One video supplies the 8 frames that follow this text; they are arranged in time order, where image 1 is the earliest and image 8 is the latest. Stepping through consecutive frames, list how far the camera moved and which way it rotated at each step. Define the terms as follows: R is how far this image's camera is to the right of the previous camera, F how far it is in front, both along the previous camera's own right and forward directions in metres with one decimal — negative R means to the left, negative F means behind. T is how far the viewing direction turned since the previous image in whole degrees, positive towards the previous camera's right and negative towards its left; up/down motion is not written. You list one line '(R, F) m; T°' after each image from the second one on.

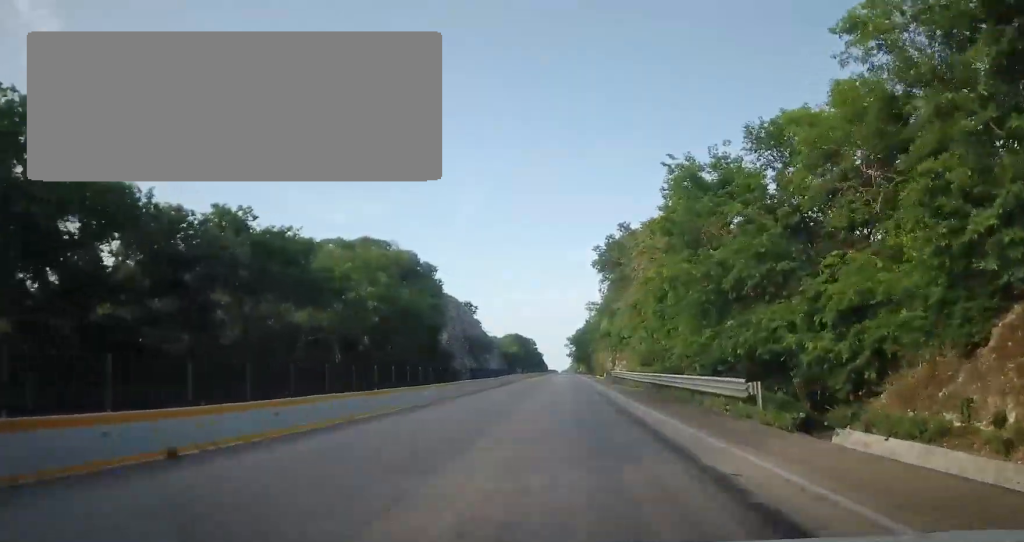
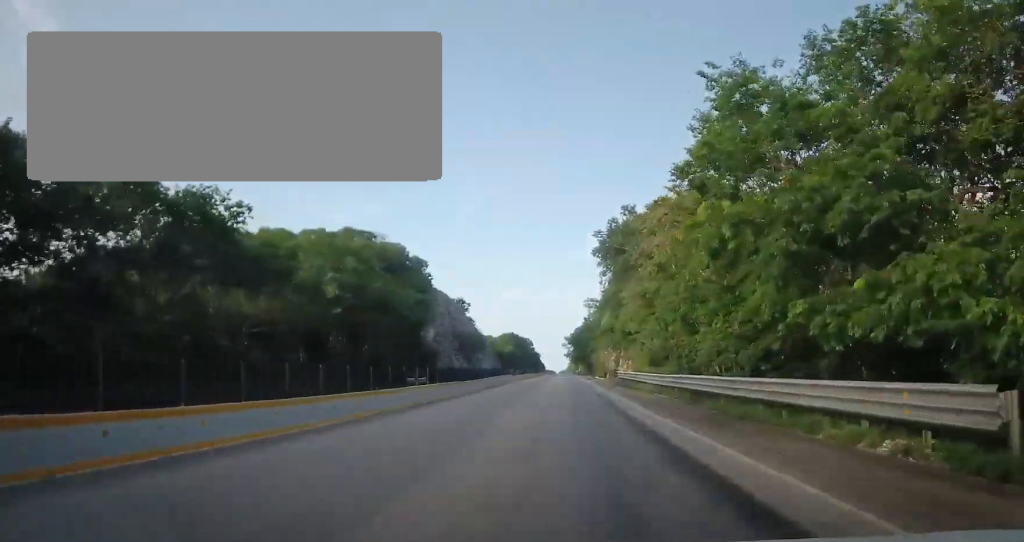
(+0.2, +9.9) m; +1°
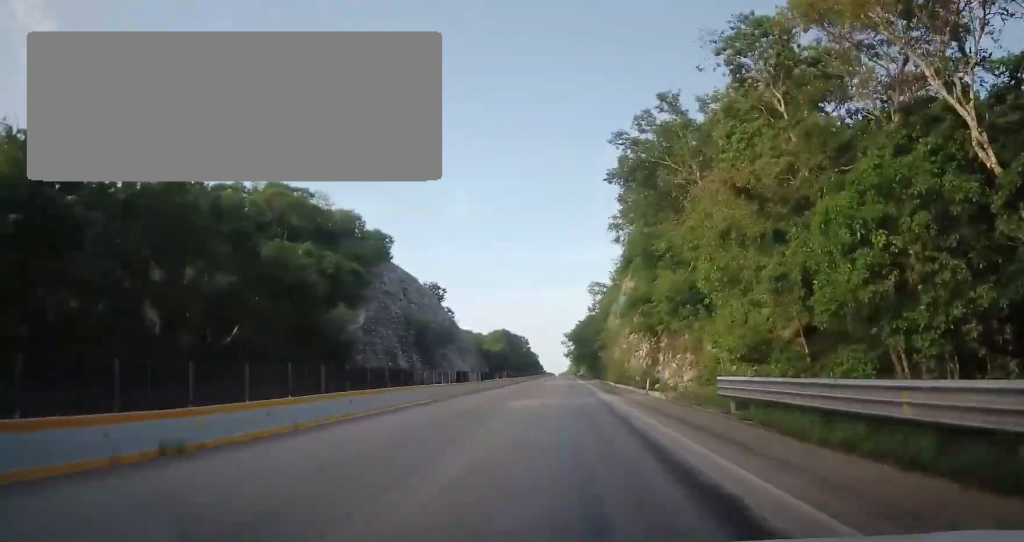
(+0.6, +34.8) m; 0°
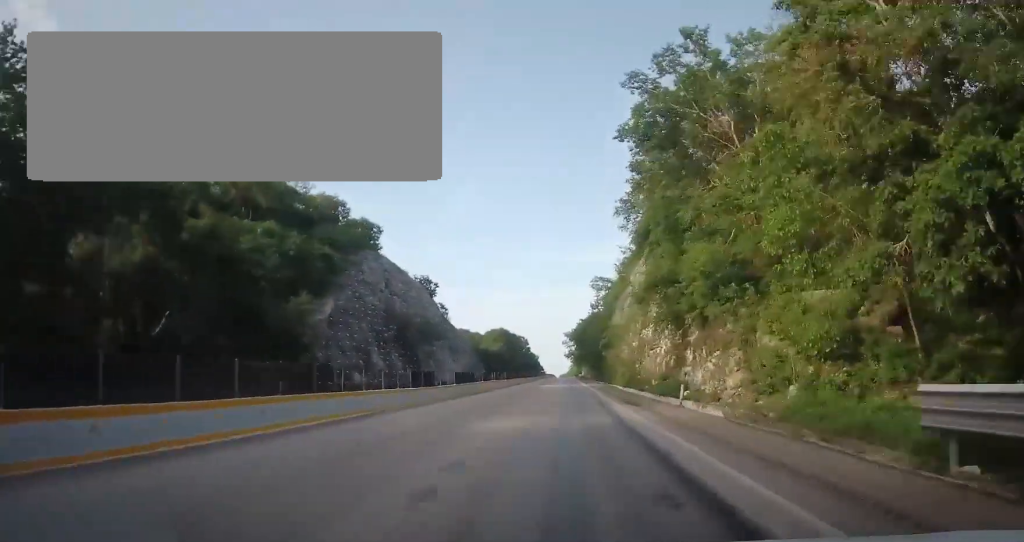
(-0.2, +10.1) m; -1°
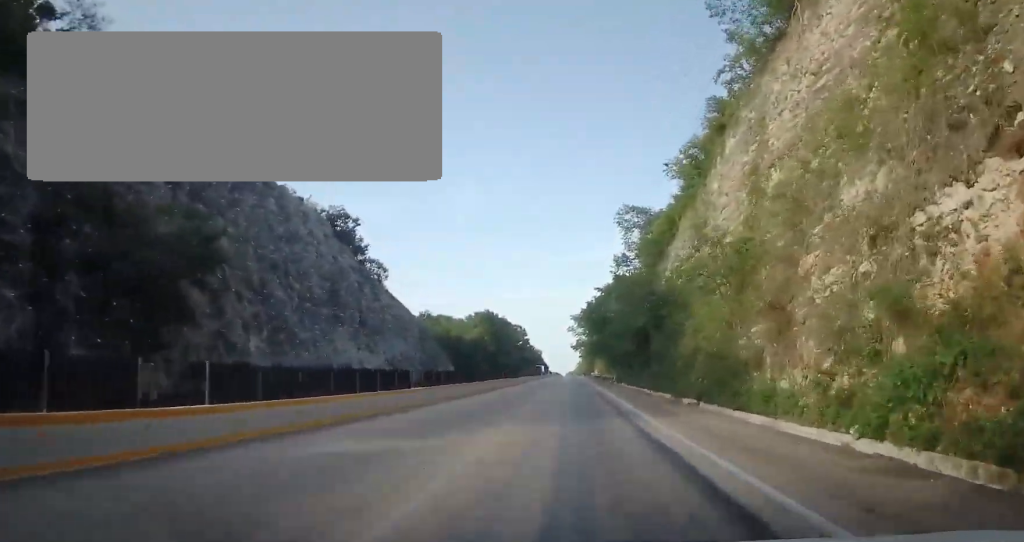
(-0.1, +53.9) m; +1°
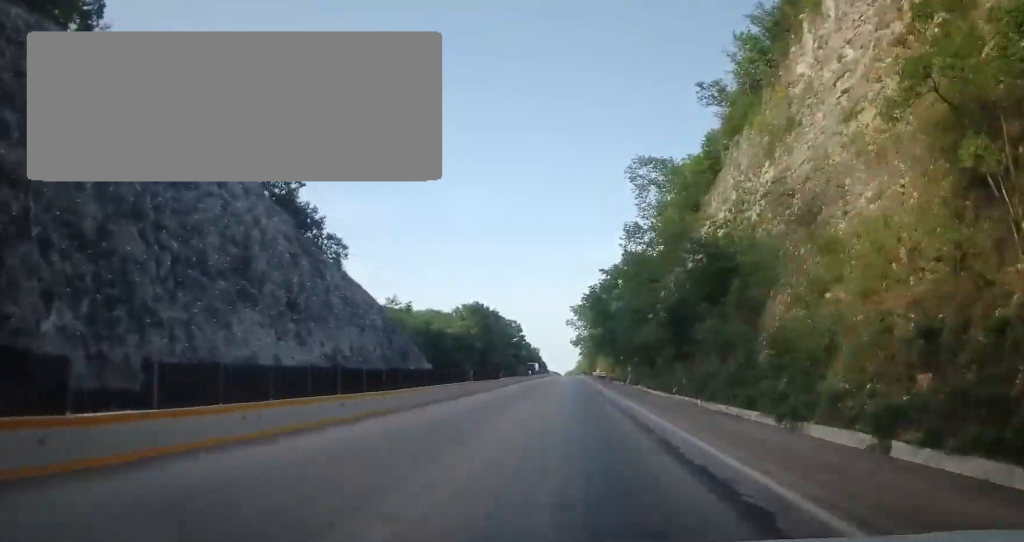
(+0.1, +17.1) m; 0°
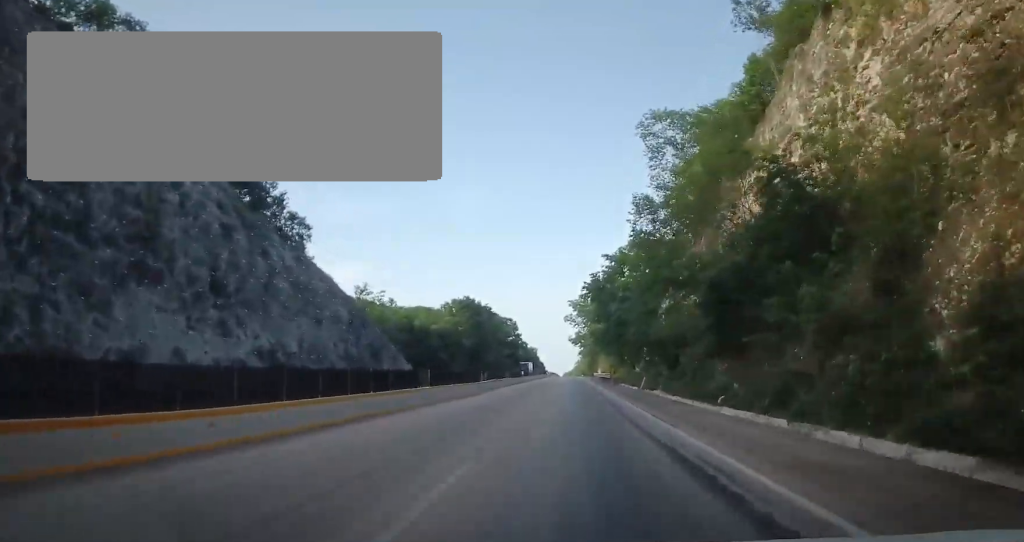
(-0.3, +11.1) m; 0°
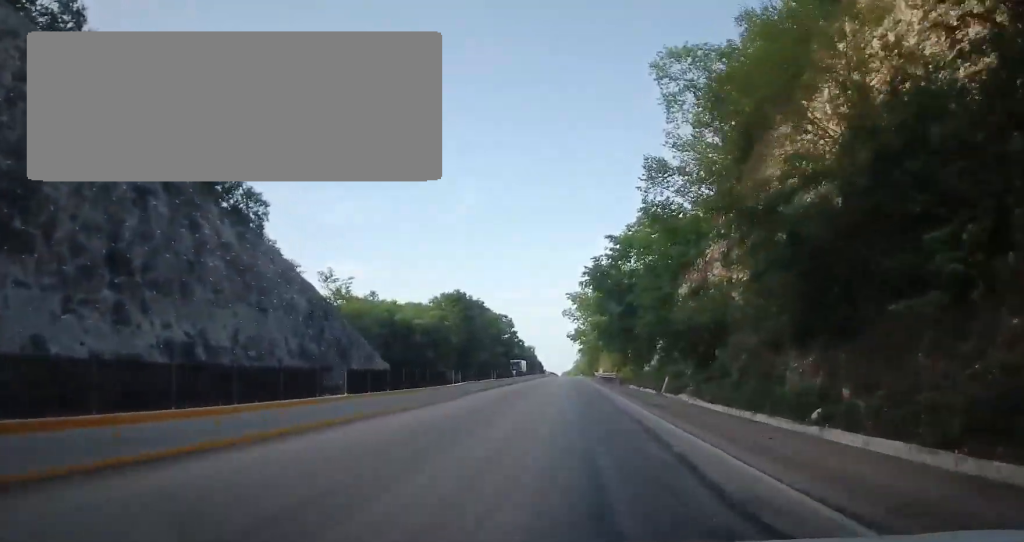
(0.0, +9.9) m; 0°
